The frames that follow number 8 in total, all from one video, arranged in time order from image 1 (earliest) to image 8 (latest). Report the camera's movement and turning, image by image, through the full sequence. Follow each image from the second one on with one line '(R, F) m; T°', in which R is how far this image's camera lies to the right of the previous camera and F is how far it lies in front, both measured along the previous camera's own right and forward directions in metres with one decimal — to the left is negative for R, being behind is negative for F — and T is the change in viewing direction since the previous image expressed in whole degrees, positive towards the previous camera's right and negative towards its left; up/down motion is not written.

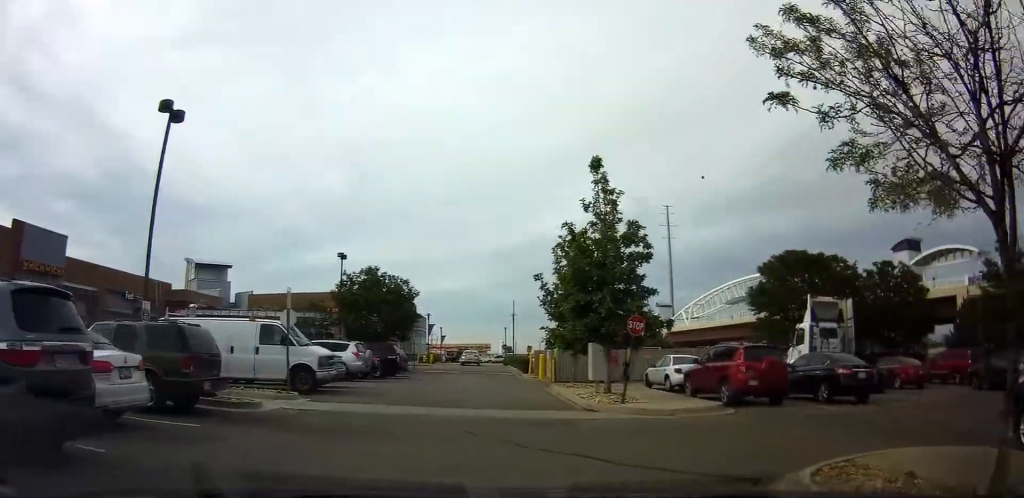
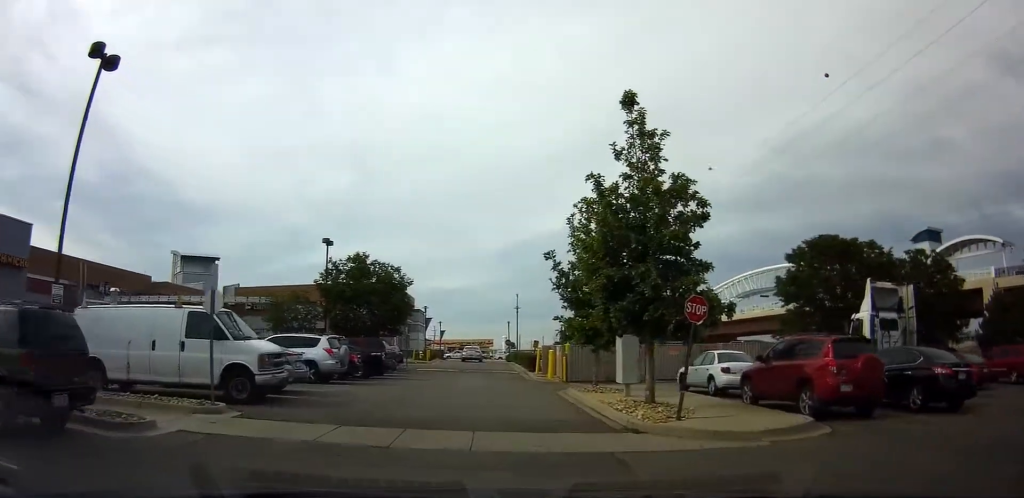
(0.0, +3.7) m; 0°
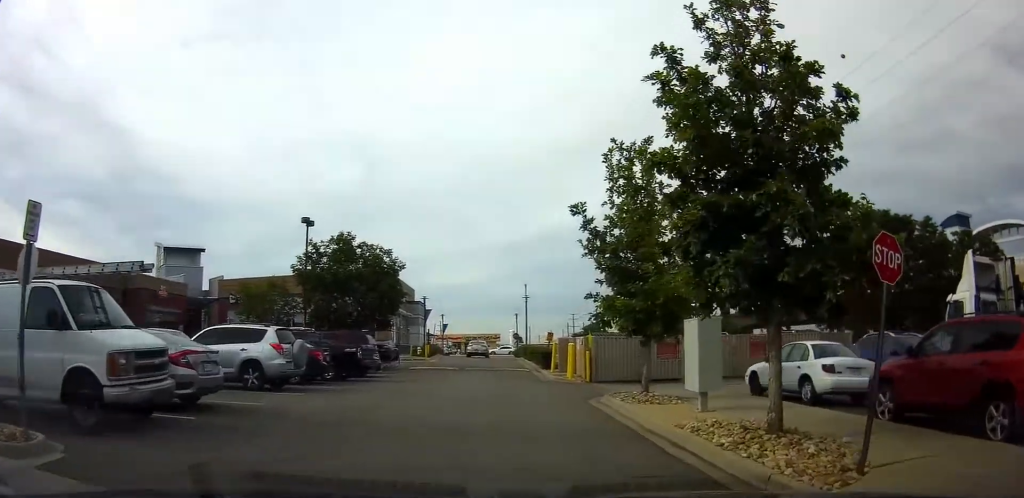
(0.0, +4.0) m; 0°
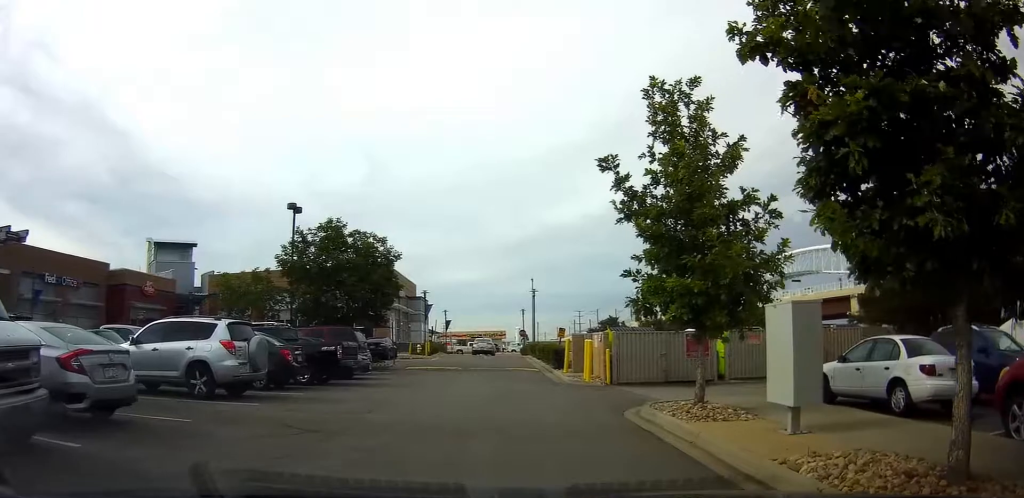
(0.0, +3.0) m; 0°
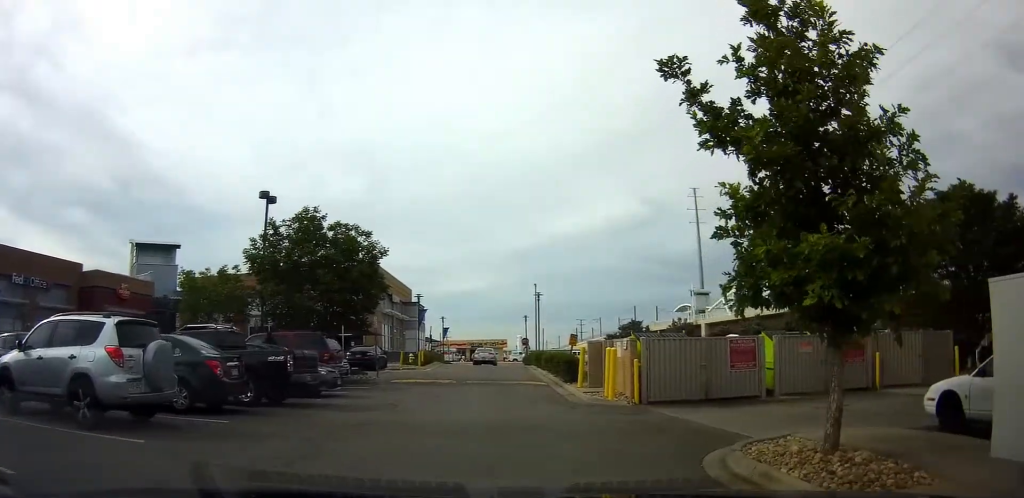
(0.0, +4.9) m; 0°
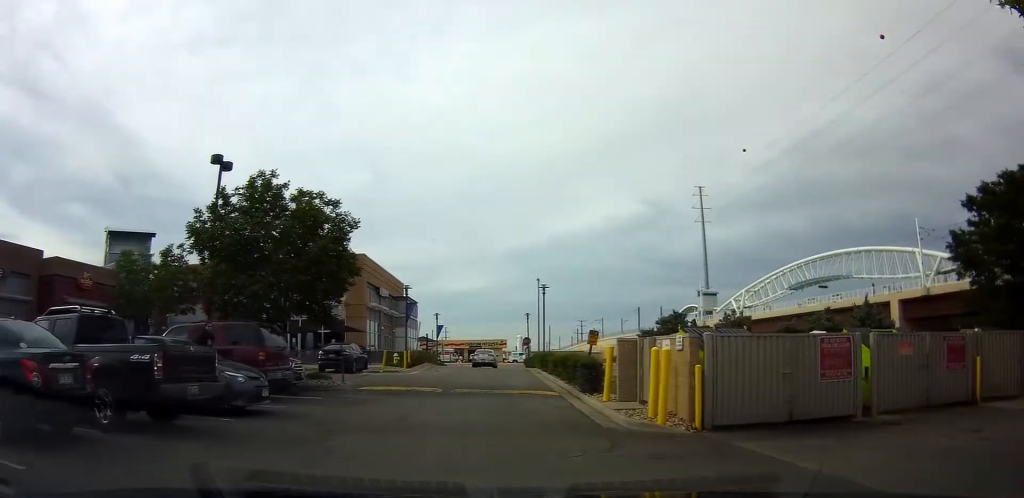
(0.0, +5.7) m; 0°
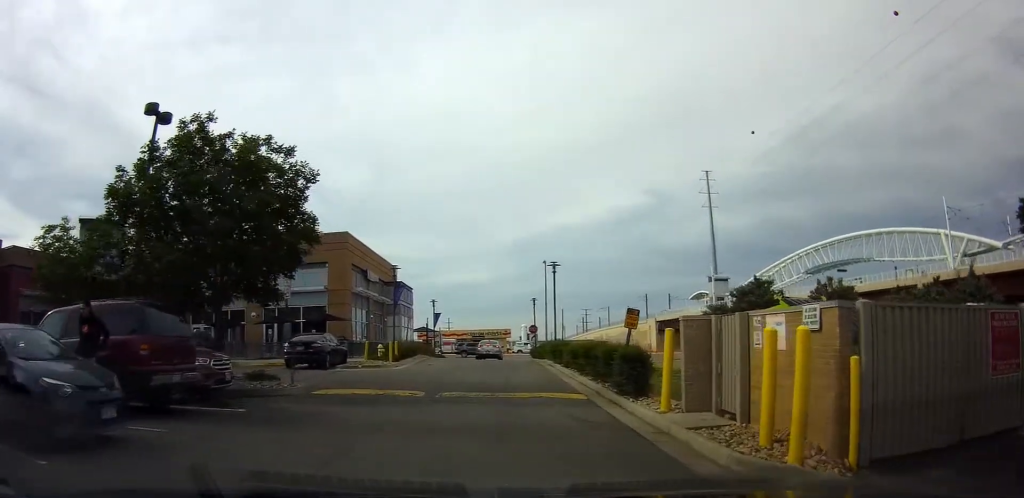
(0.0, +5.0) m; 0°
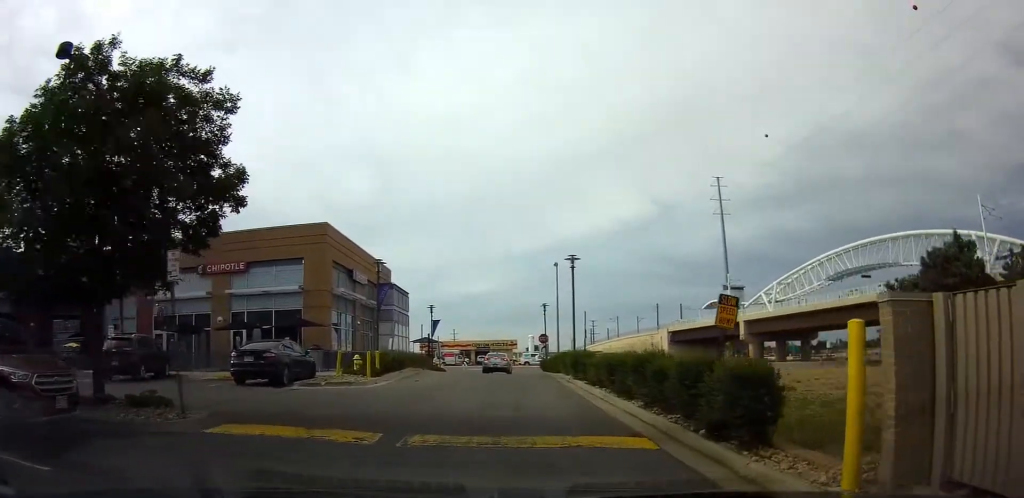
(0.0, +4.6) m; 0°
